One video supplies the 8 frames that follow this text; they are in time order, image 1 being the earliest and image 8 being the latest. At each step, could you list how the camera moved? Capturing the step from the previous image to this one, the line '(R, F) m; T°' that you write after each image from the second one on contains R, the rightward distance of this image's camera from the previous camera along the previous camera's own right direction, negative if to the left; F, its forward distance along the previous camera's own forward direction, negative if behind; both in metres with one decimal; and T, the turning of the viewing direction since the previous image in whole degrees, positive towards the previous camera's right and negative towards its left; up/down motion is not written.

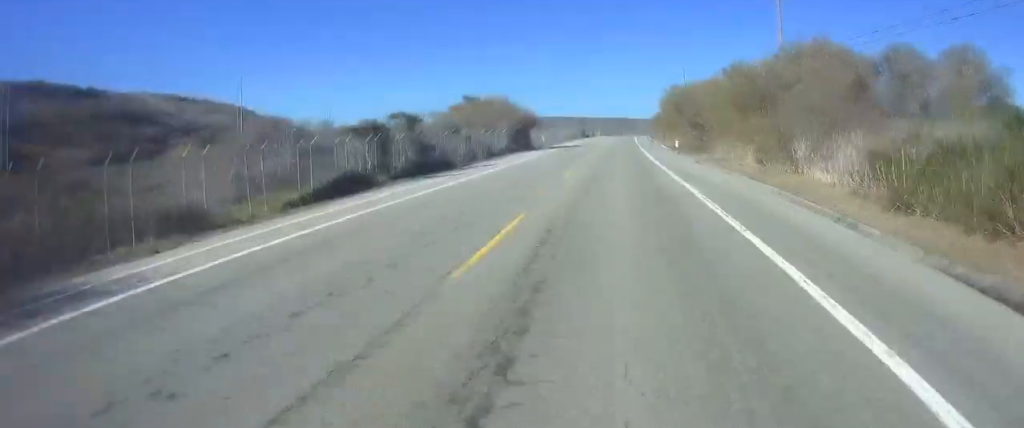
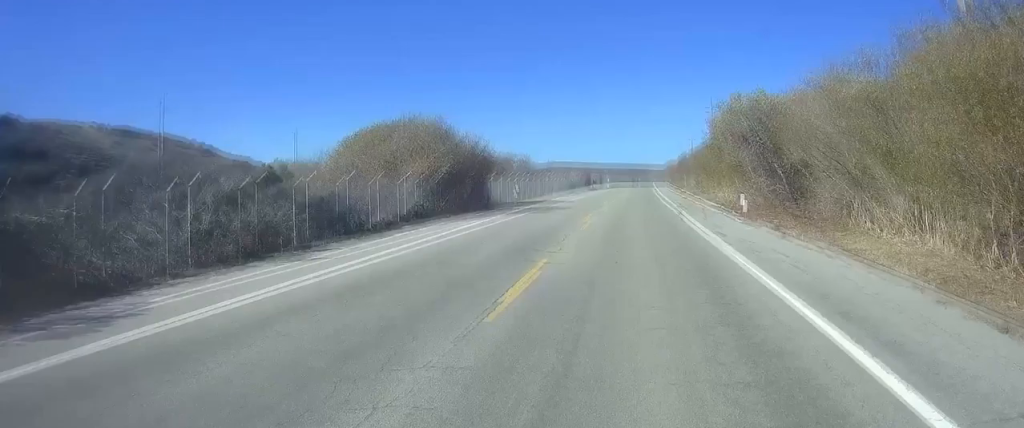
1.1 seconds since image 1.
(+0.3, +29.0) m; +1°
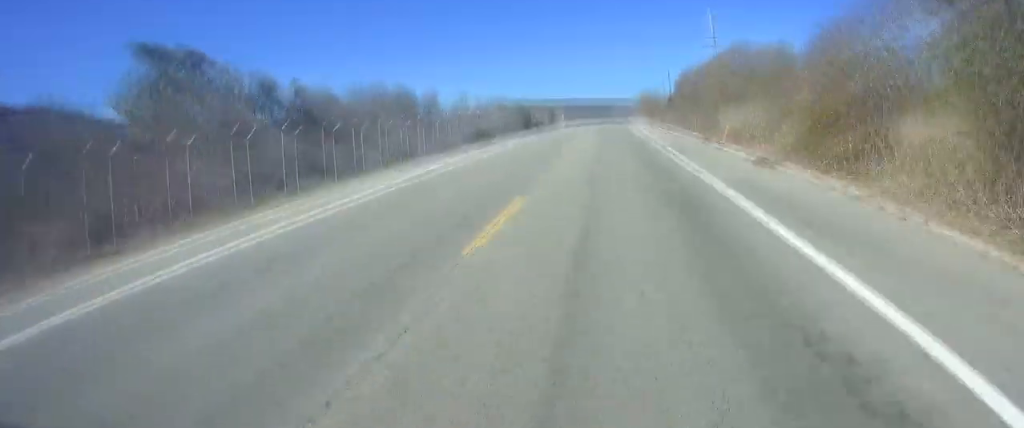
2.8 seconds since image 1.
(0.0, +44.2) m; 0°
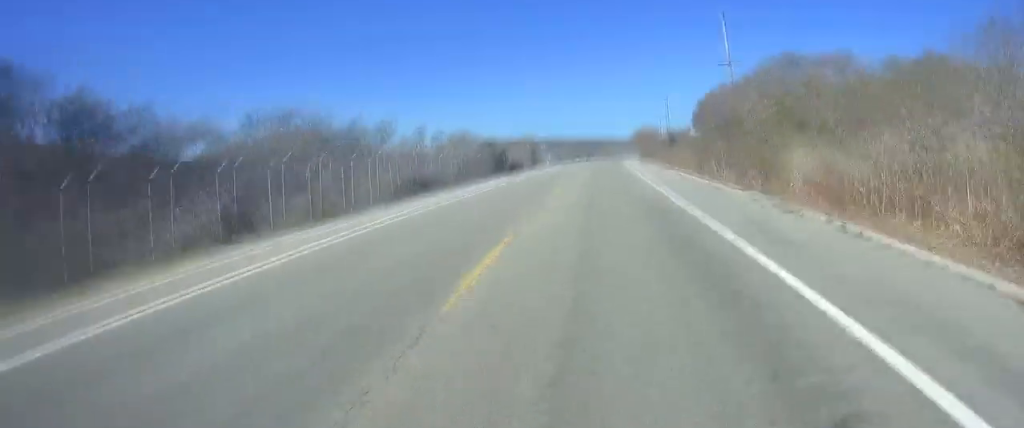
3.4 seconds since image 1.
(0.0, +15.8) m; 0°
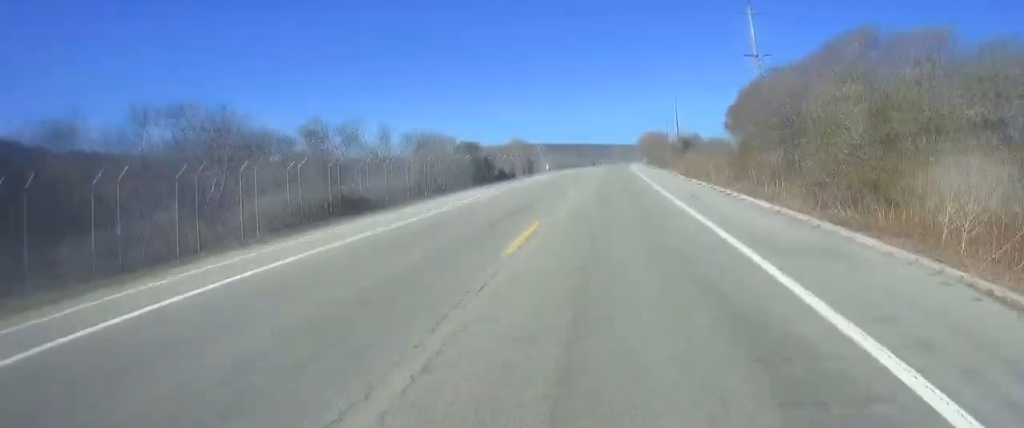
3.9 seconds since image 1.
(0.0, +11.4) m; 0°
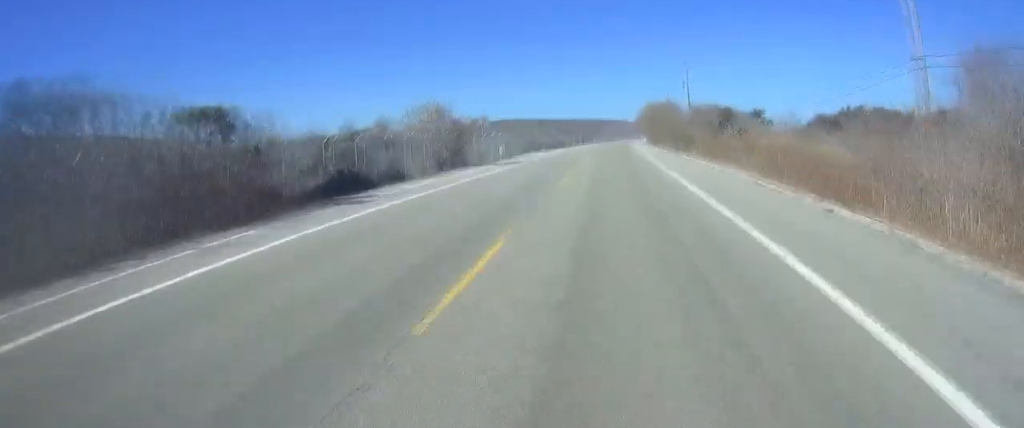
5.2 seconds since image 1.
(0.0, +35.2) m; 0°
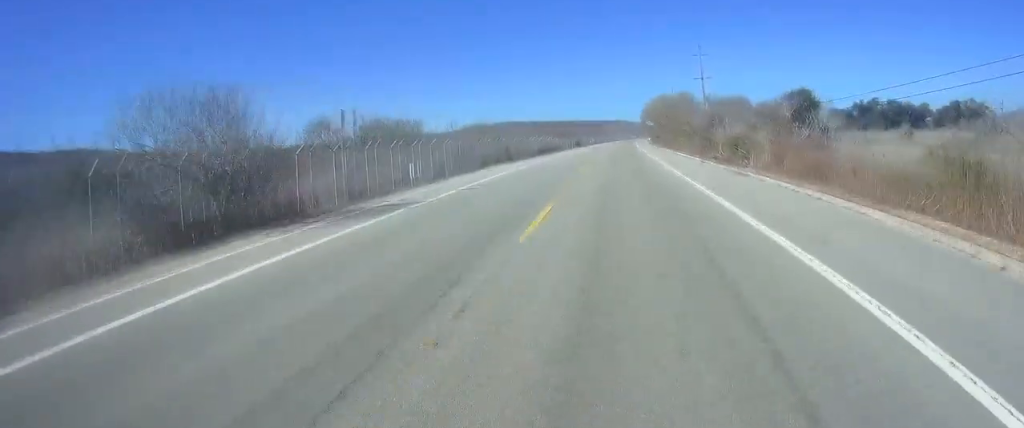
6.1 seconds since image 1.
(0.0, +24.4) m; +1°
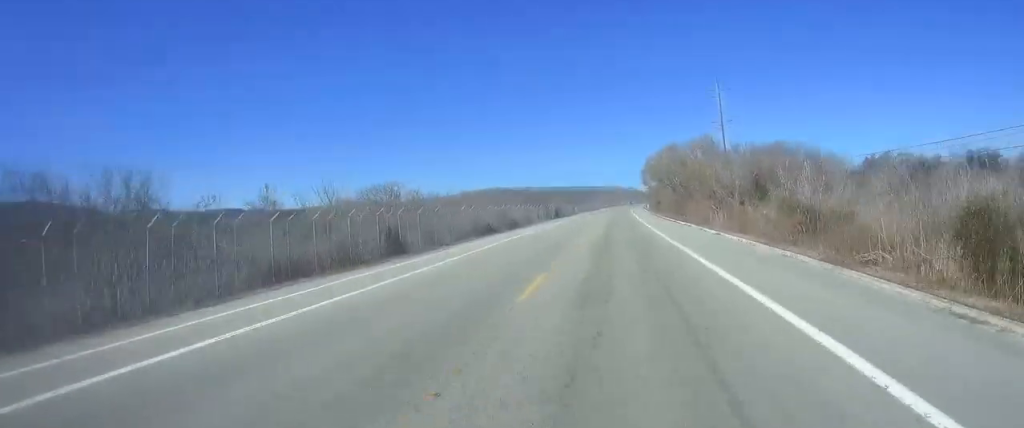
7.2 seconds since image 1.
(+0.4, +28.6) m; +1°
